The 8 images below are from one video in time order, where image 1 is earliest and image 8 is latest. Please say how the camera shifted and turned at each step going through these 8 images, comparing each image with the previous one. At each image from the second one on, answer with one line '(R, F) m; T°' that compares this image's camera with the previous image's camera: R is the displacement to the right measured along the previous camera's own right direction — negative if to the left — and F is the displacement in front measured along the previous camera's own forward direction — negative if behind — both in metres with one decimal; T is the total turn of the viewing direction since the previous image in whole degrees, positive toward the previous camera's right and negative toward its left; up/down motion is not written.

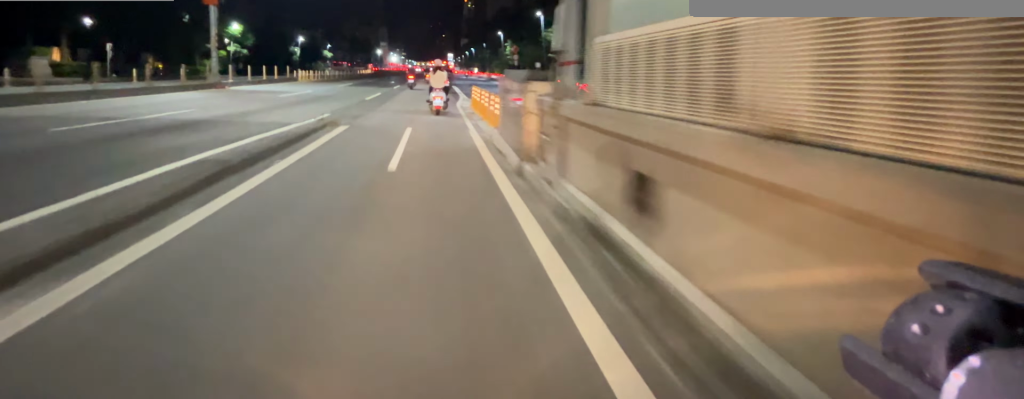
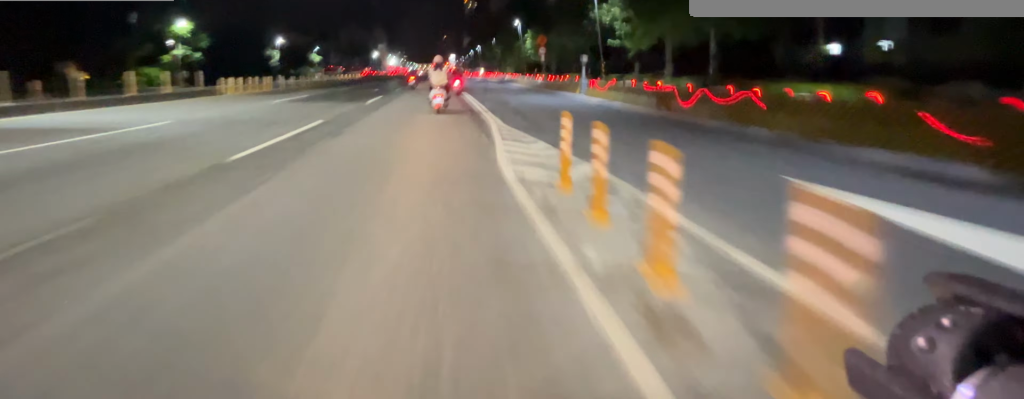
(0.0, +11.4) m; +1°
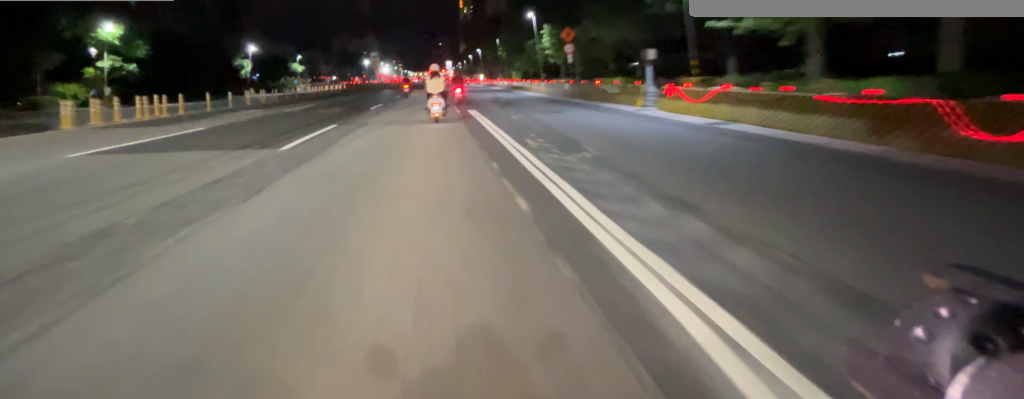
(+0.2, +8.0) m; +1°
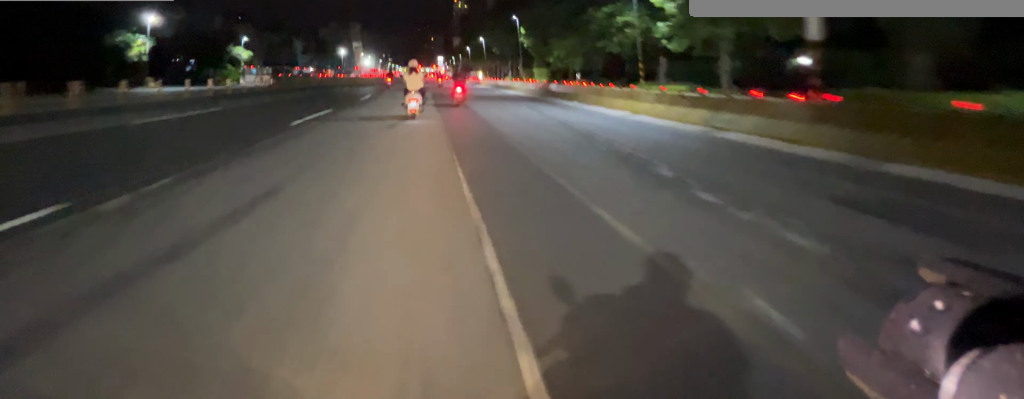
(+0.2, +16.2) m; 0°
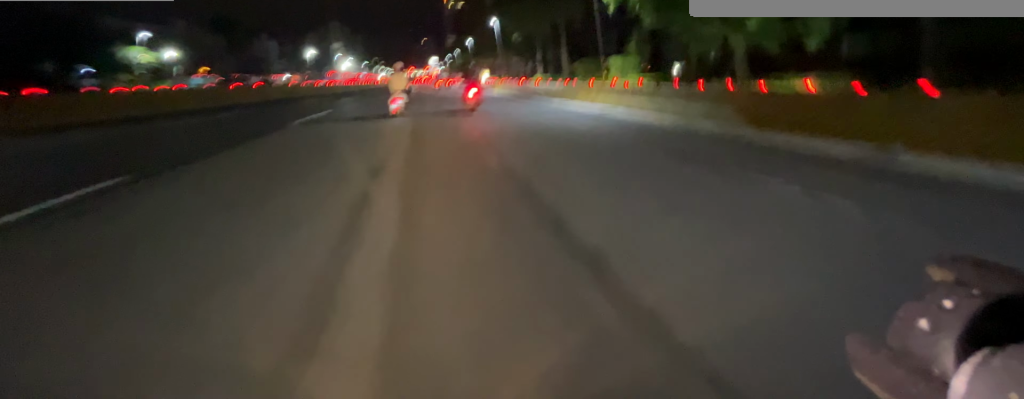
(-0.2, +16.2) m; -1°
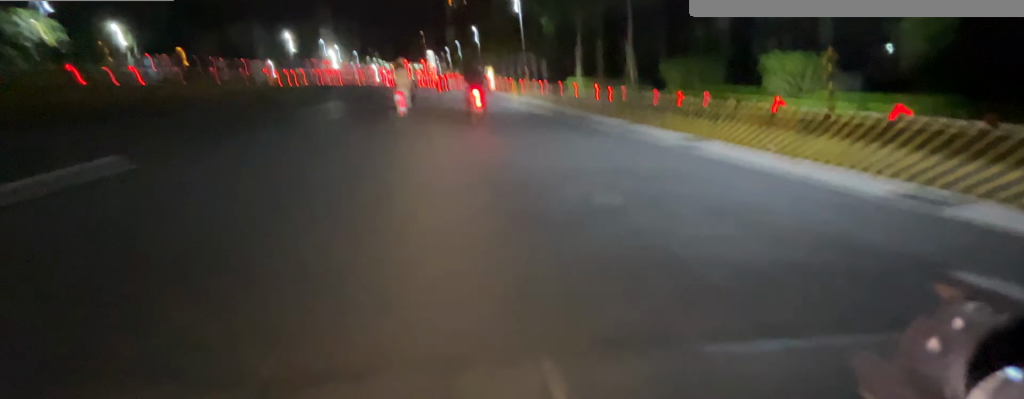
(-0.1, +10.0) m; 0°
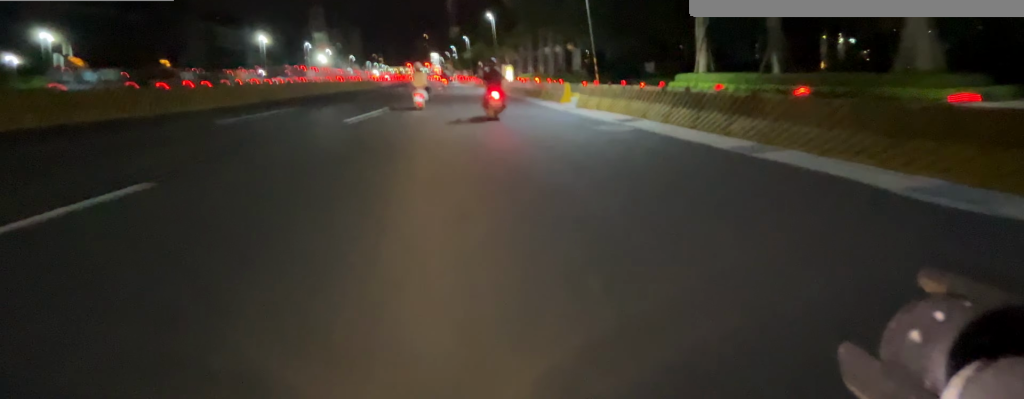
(-0.1, +12.5) m; 0°
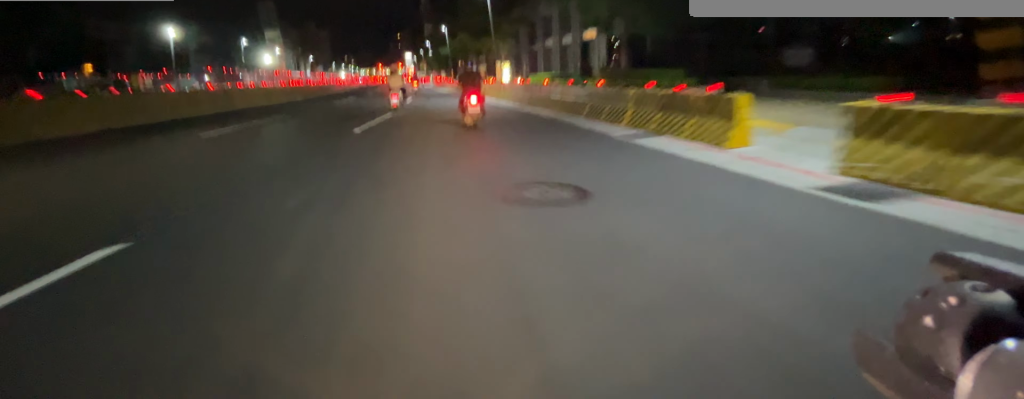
(+0.2, +13.3) m; +1°
